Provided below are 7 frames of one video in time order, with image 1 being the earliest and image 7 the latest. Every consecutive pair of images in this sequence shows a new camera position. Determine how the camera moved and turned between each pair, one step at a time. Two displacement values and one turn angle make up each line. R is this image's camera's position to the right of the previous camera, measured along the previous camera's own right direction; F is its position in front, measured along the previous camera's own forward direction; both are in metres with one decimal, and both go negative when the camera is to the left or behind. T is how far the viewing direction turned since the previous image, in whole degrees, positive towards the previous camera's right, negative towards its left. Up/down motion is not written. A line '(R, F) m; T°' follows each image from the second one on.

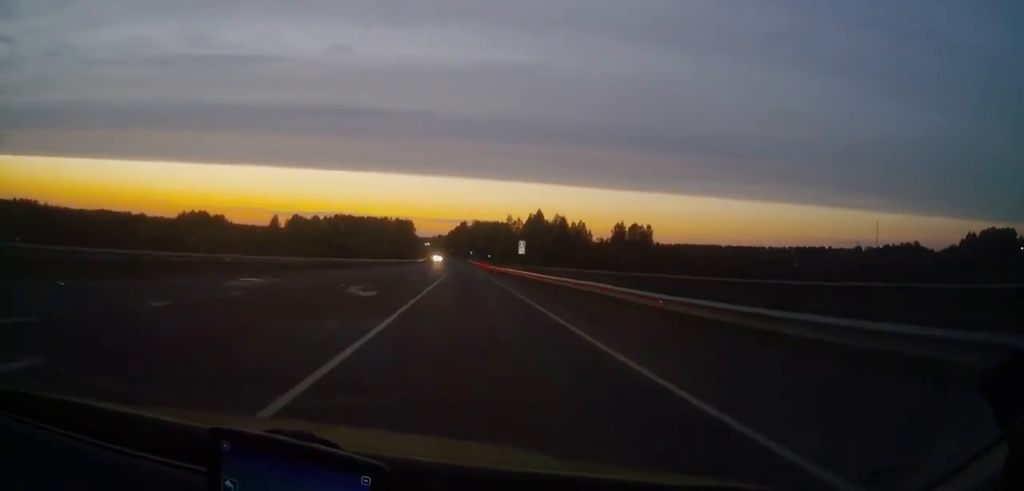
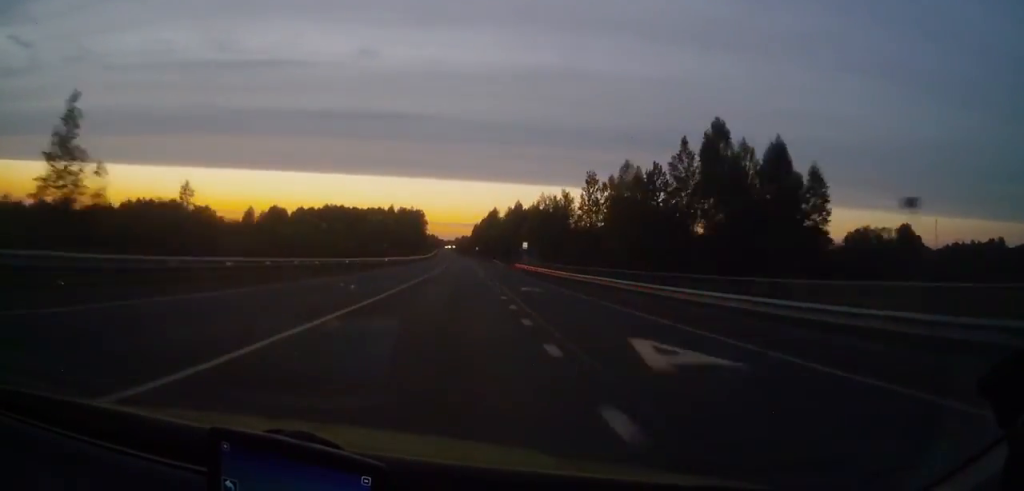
(-3.3, +145.2) m; -3°
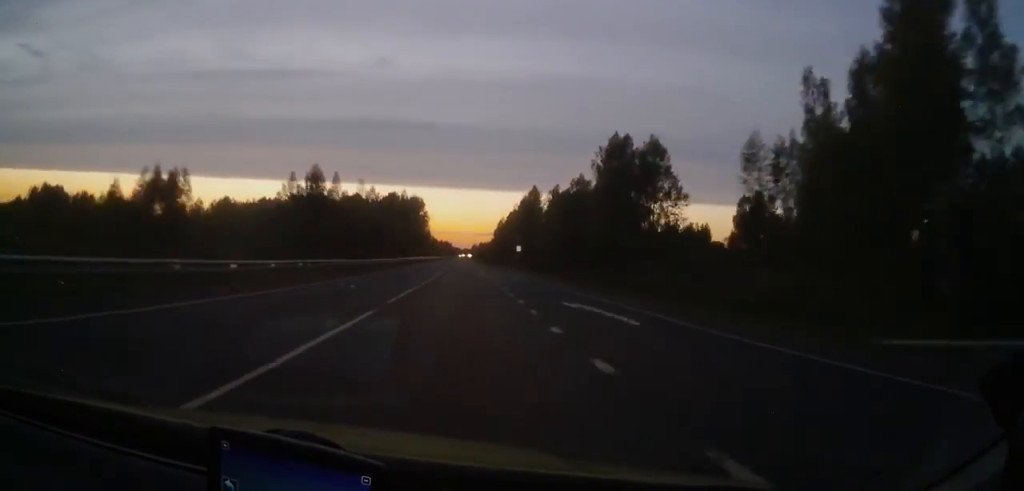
(-2.2, +129.0) m; -2°
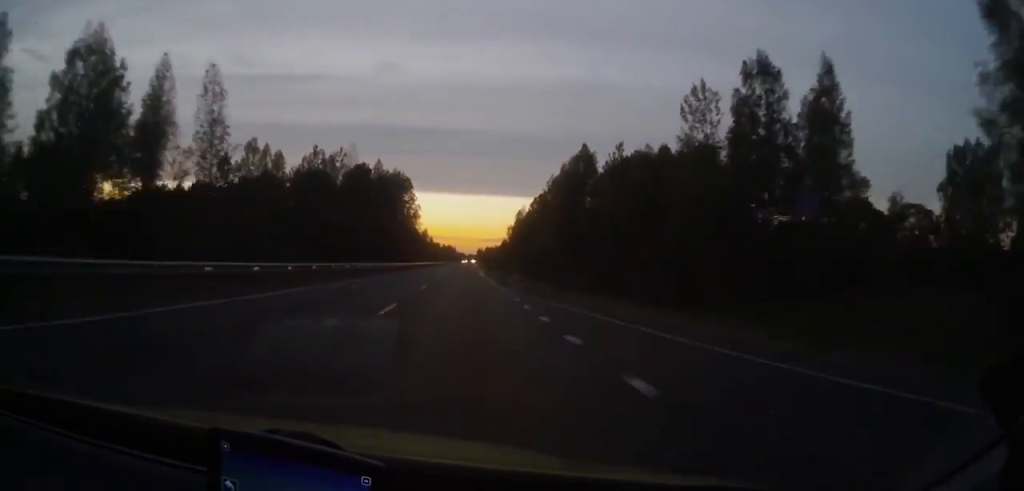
(-0.5, +80.9) m; -1°
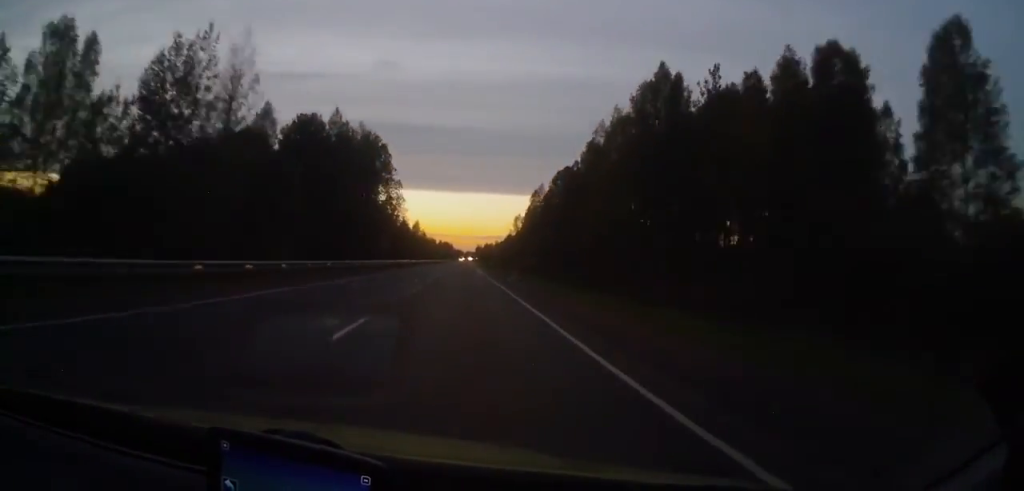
(-0.6, +52.2) m; 0°
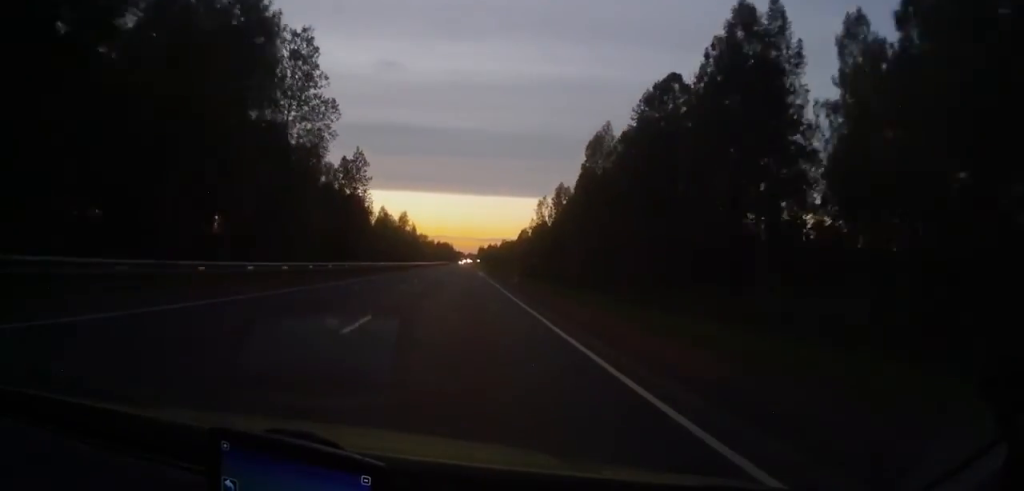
(0.0, +71.4) m; 0°
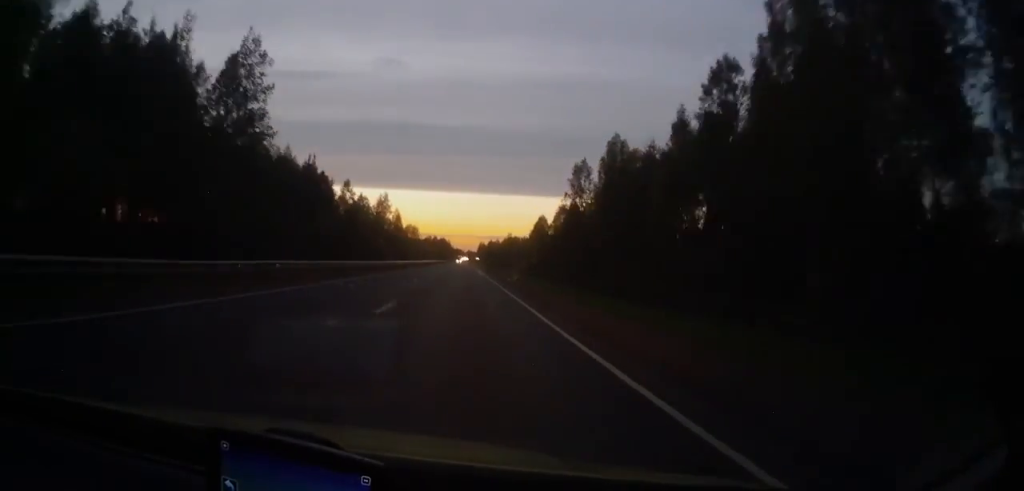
(+0.3, +56.6) m; 0°
